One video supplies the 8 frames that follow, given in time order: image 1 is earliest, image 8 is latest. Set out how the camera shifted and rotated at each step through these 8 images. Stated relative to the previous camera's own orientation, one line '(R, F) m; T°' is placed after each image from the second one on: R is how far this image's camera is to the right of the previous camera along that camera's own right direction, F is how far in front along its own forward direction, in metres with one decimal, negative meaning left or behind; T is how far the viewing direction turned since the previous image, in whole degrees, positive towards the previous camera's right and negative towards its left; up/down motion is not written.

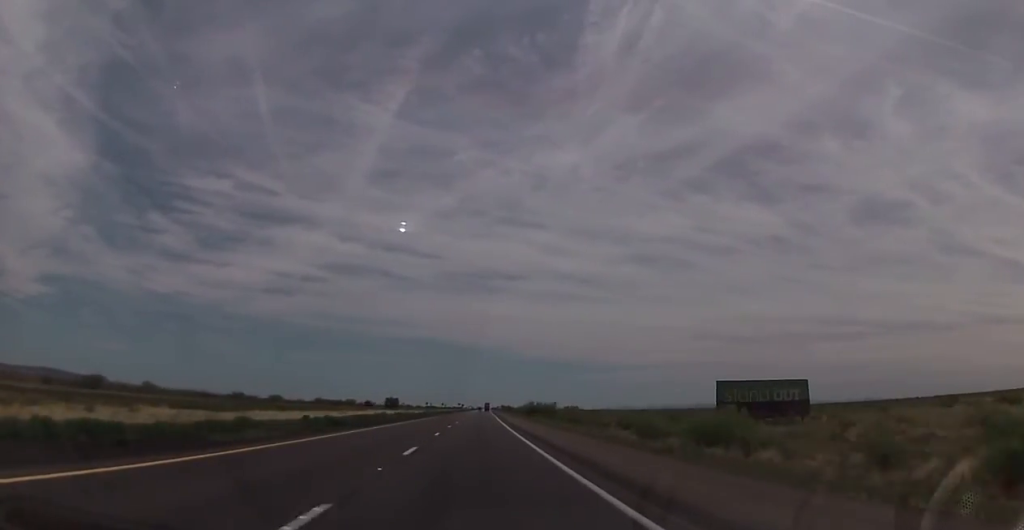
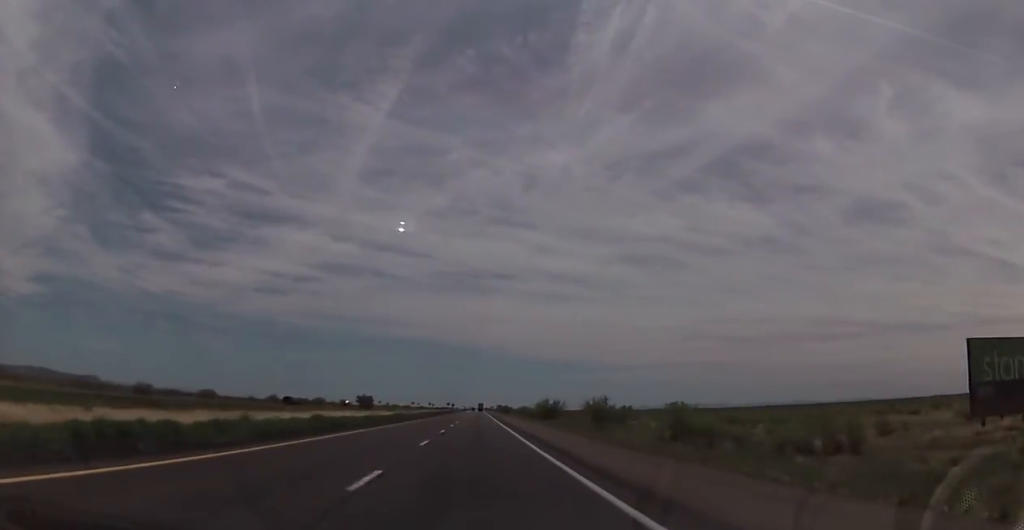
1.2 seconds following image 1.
(+0.4, +43.7) m; 0°
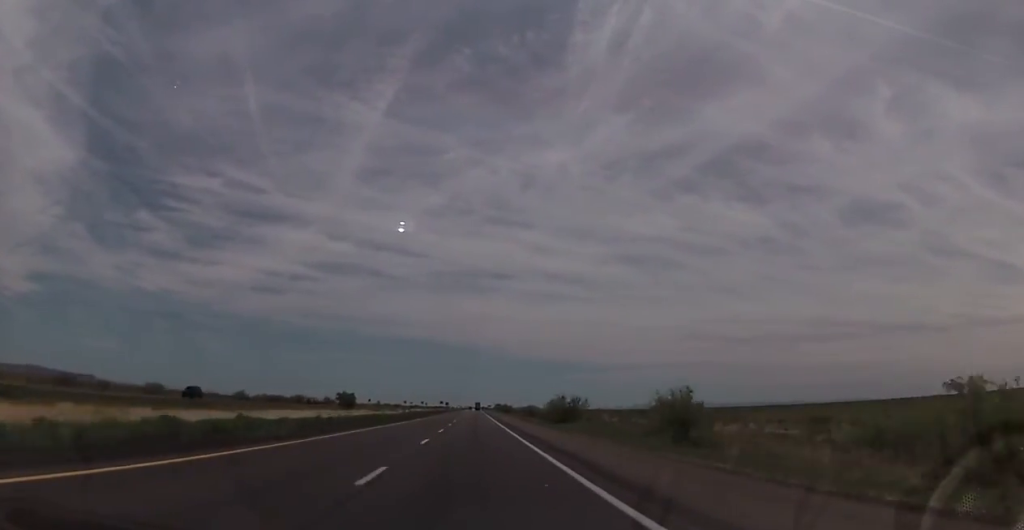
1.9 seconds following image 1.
(0.0, +23.5) m; 0°
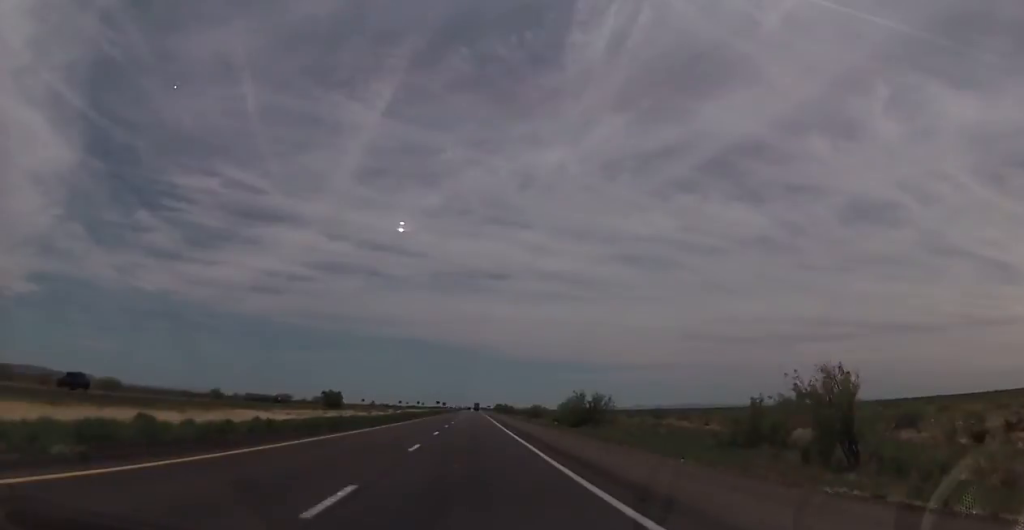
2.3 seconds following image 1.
(-0.2, +15.3) m; 0°
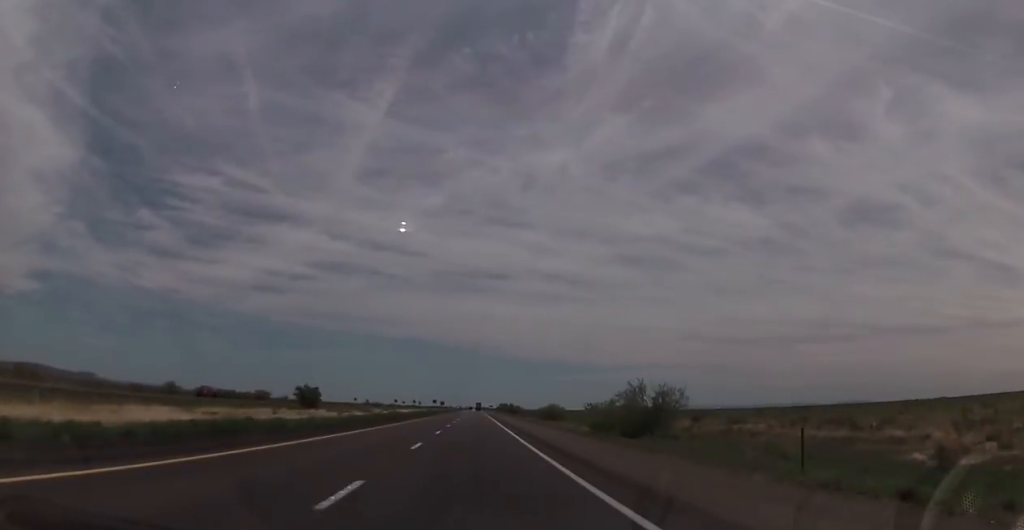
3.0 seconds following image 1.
(+0.2, +23.4) m; 0°
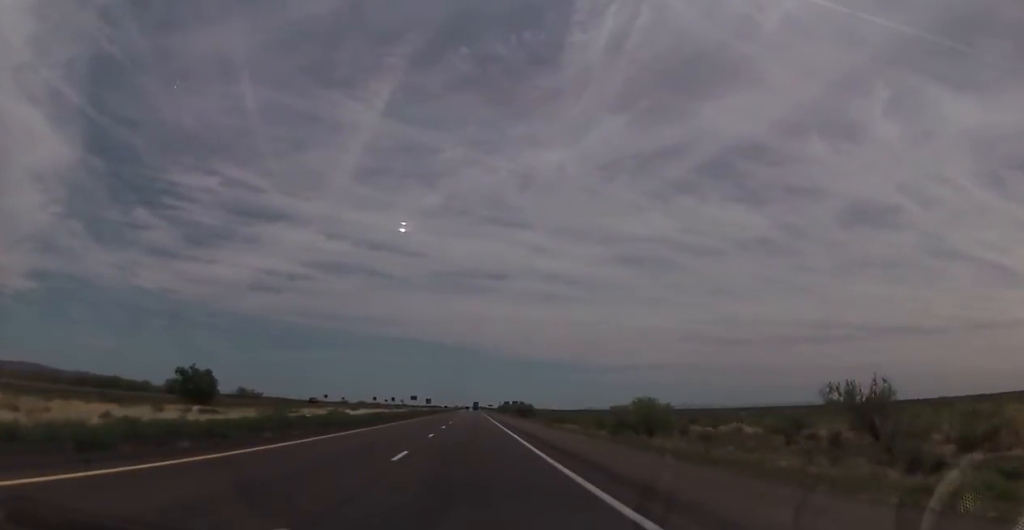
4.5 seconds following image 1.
(+0.2, +52.8) m; 0°
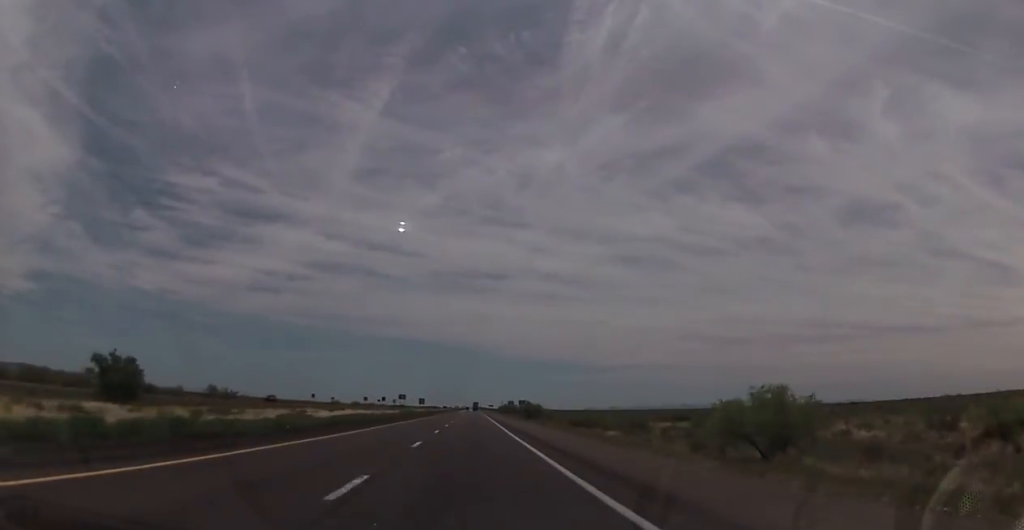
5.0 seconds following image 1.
(+0.1, +18.9) m; 0°
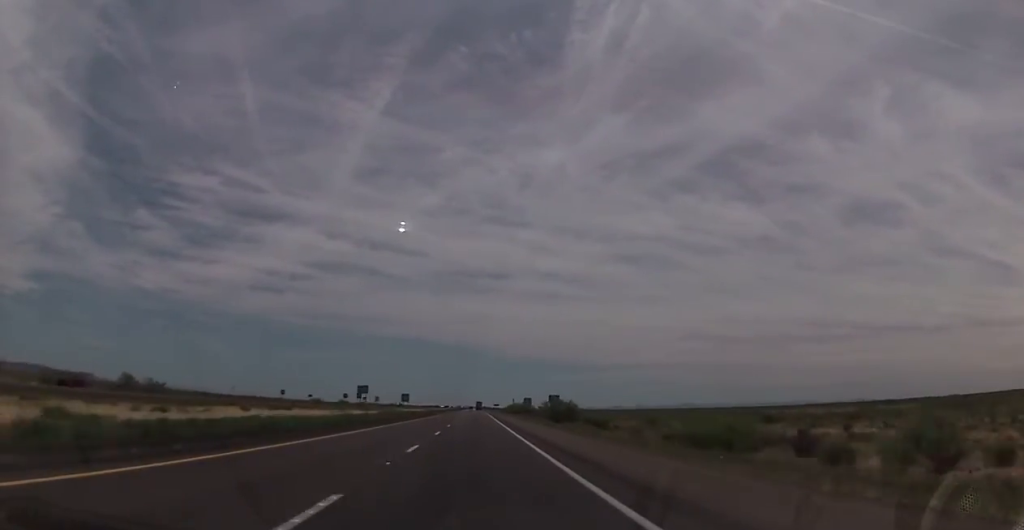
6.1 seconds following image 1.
(-0.3, +39.1) m; 0°
